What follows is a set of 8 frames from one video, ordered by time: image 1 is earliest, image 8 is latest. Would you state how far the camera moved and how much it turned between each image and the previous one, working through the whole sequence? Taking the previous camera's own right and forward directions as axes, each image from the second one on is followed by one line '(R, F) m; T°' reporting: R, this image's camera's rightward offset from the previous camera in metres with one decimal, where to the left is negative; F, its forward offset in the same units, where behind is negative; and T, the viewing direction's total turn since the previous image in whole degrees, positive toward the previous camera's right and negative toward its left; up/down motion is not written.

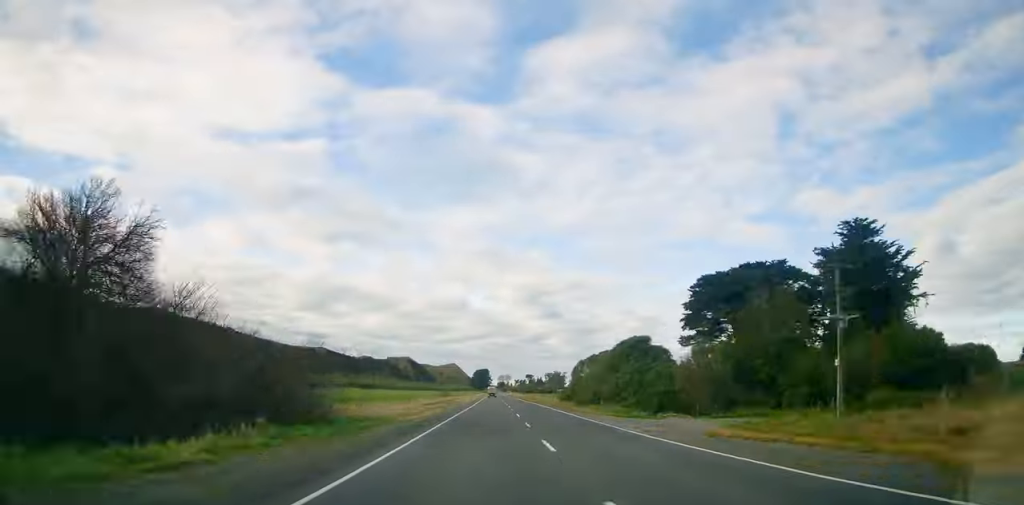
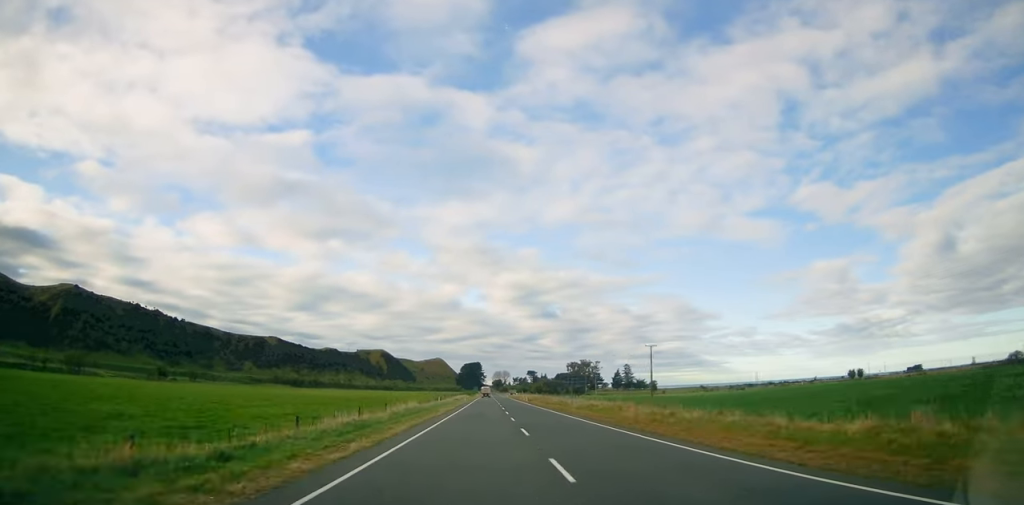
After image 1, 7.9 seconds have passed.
(+0.3, +190.6) m; 0°
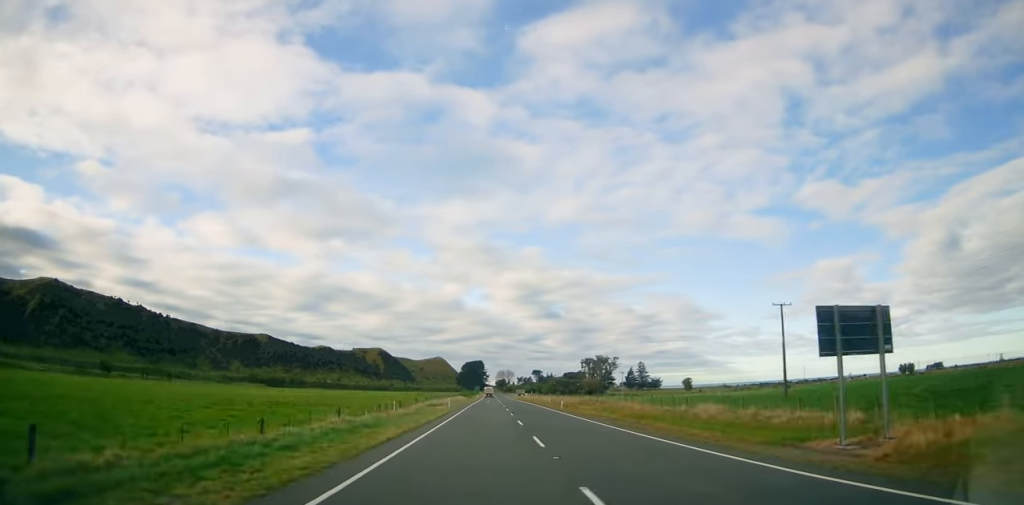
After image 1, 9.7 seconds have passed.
(0.0, +43.8) m; 0°
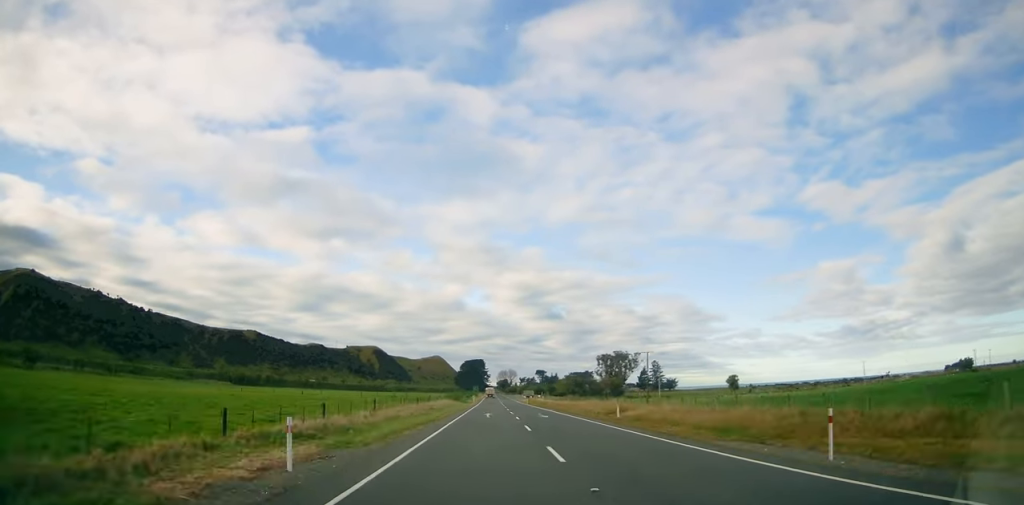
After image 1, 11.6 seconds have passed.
(-0.2, +42.8) m; 0°
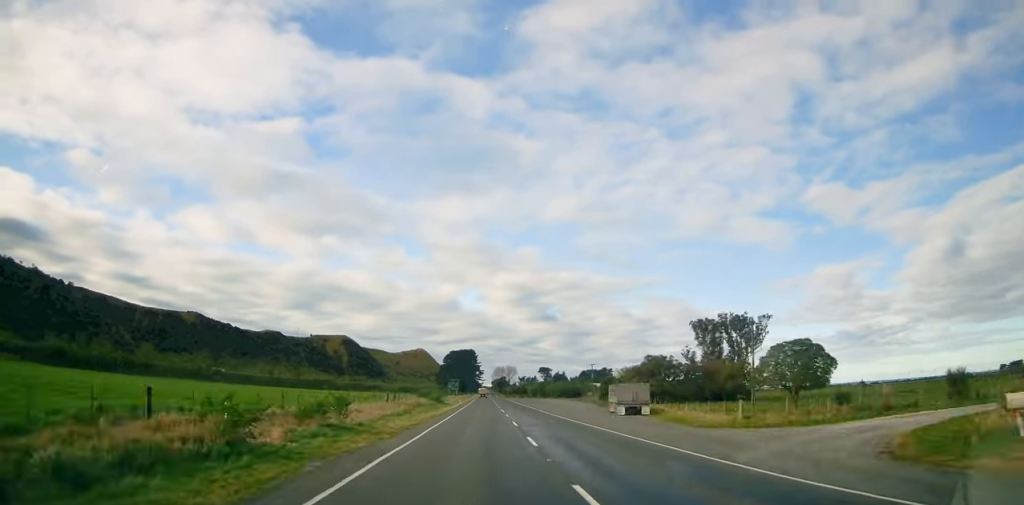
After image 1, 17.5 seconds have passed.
(+0.6, +133.9) m; 0°
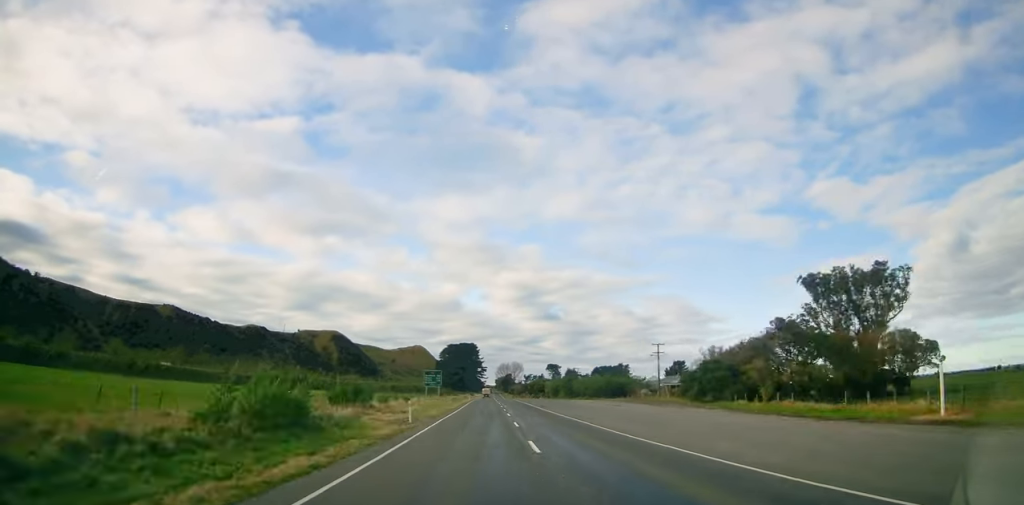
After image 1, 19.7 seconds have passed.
(-0.1, +52.0) m; 0°
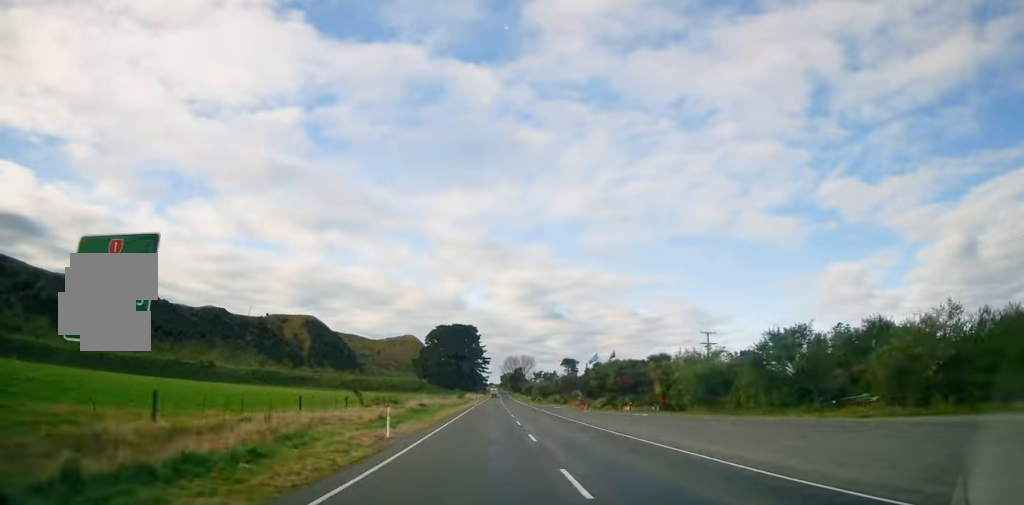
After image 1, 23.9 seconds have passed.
(-0.5, +96.0) m; 0°
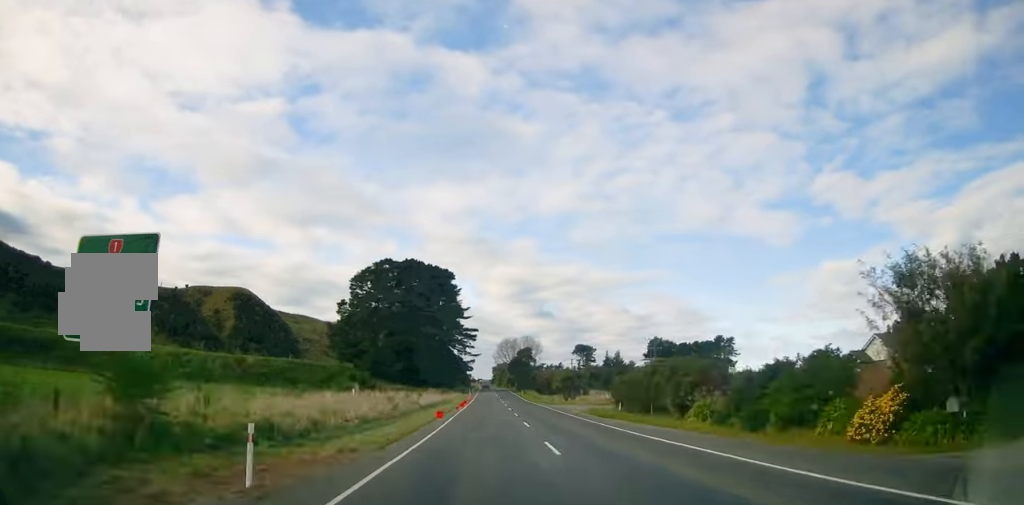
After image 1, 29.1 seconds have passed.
(+0.8, +123.8) m; 0°
